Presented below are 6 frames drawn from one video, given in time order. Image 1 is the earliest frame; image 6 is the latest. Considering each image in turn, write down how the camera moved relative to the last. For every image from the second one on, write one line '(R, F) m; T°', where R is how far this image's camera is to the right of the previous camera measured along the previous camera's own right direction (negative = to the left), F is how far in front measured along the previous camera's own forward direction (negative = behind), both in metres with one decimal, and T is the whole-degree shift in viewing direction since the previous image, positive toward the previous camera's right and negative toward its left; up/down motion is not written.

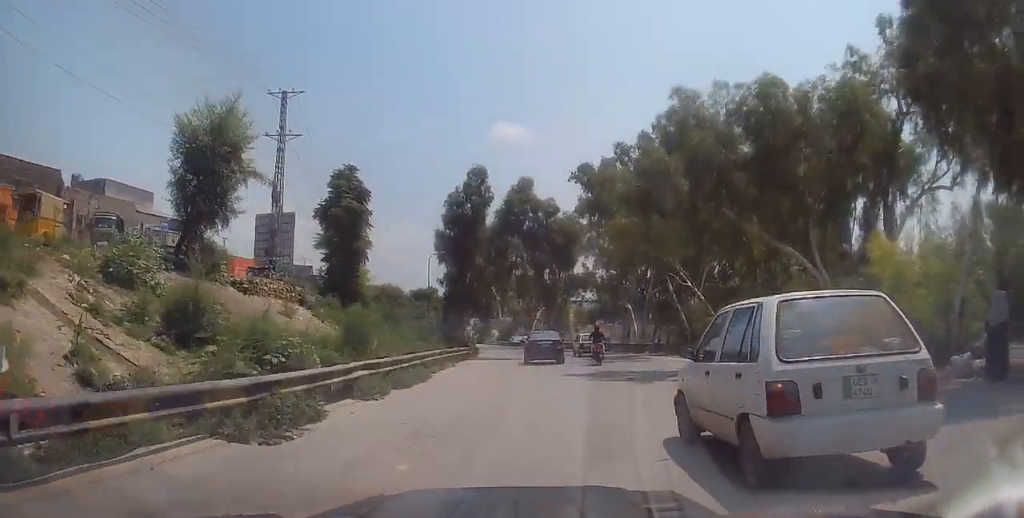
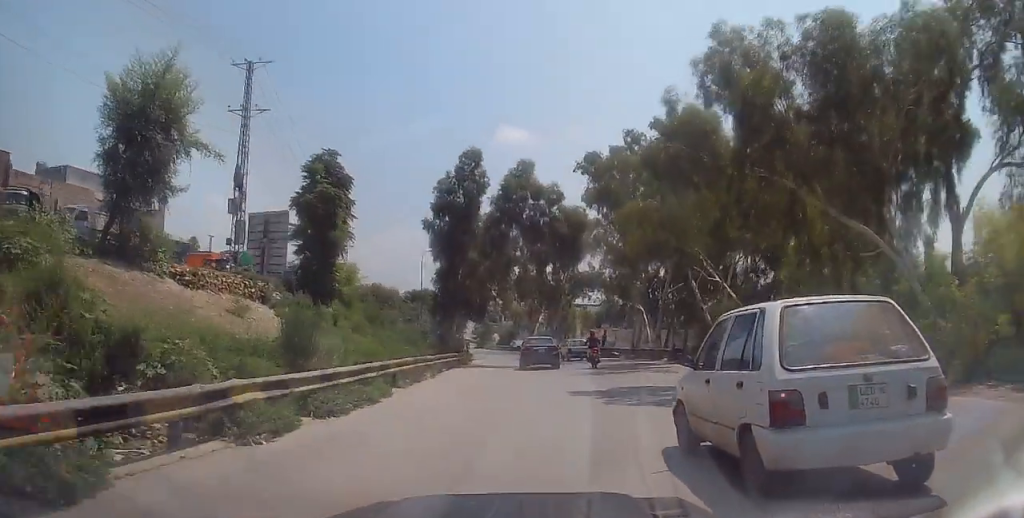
(+0.1, +4.8) m; +1°
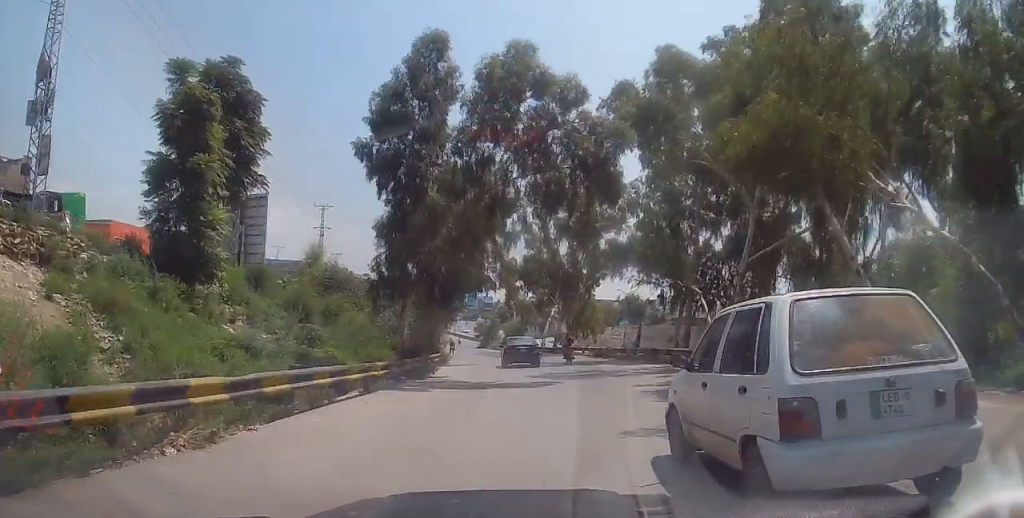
(-0.6, +14.5) m; -5°
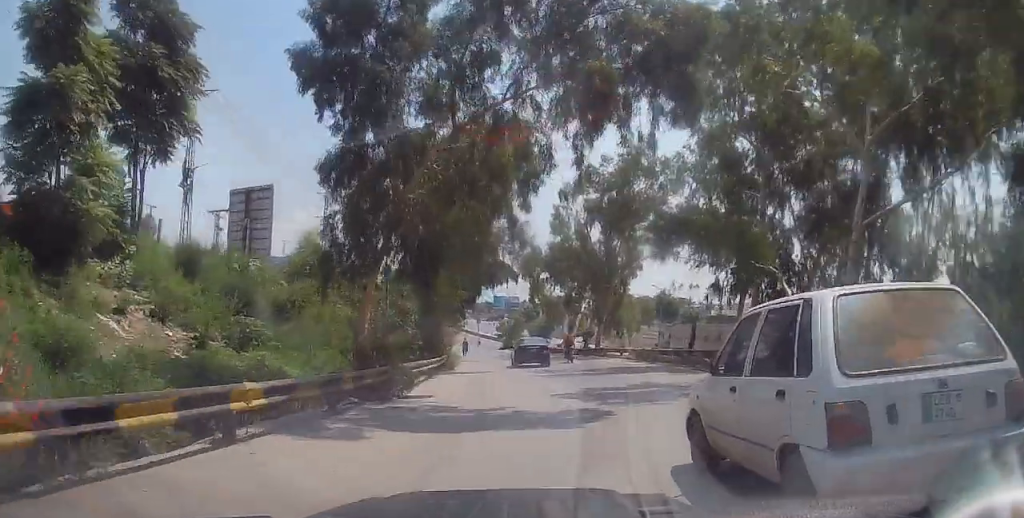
(-0.2, +7.7) m; -1°
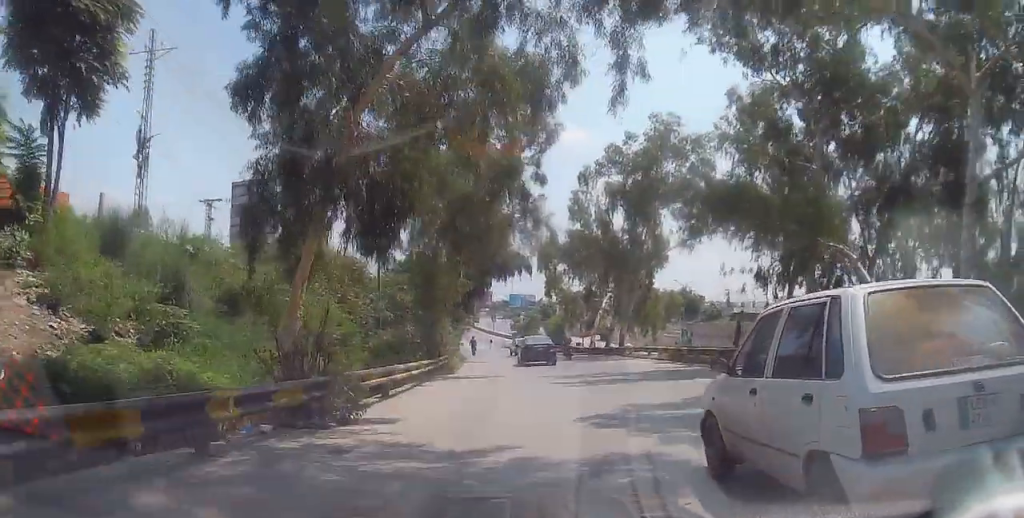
(0.0, +4.7) m; 0°
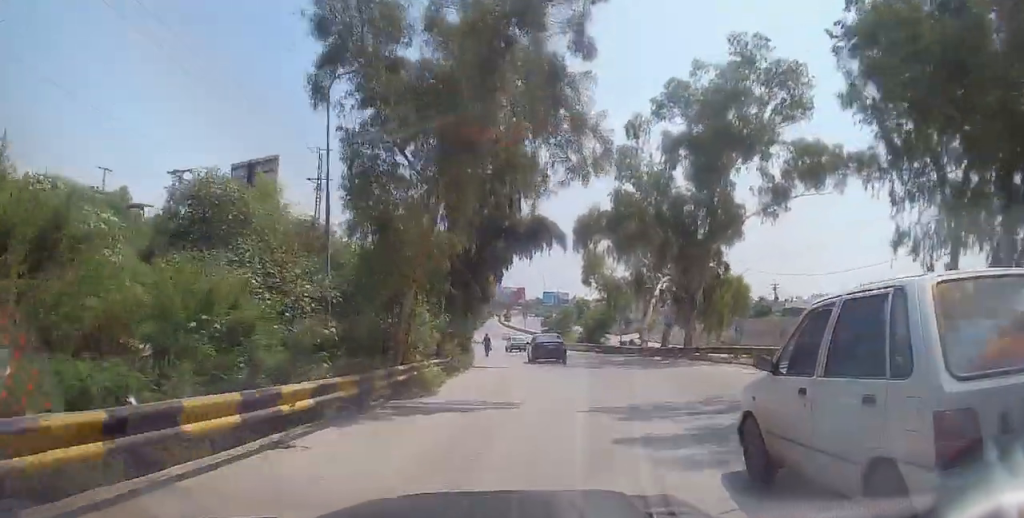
(0.0, +10.8) m; -3°
